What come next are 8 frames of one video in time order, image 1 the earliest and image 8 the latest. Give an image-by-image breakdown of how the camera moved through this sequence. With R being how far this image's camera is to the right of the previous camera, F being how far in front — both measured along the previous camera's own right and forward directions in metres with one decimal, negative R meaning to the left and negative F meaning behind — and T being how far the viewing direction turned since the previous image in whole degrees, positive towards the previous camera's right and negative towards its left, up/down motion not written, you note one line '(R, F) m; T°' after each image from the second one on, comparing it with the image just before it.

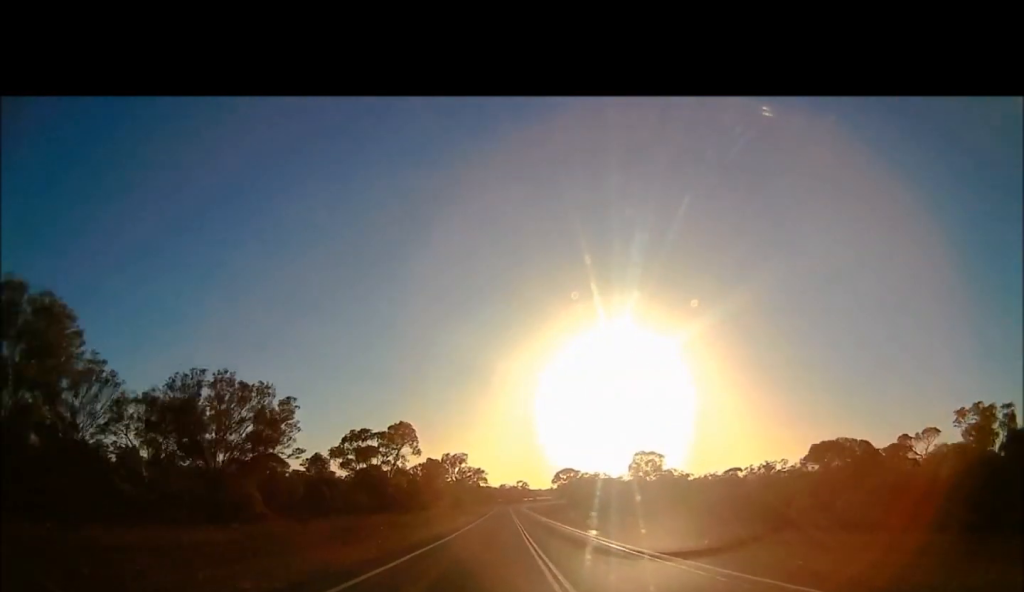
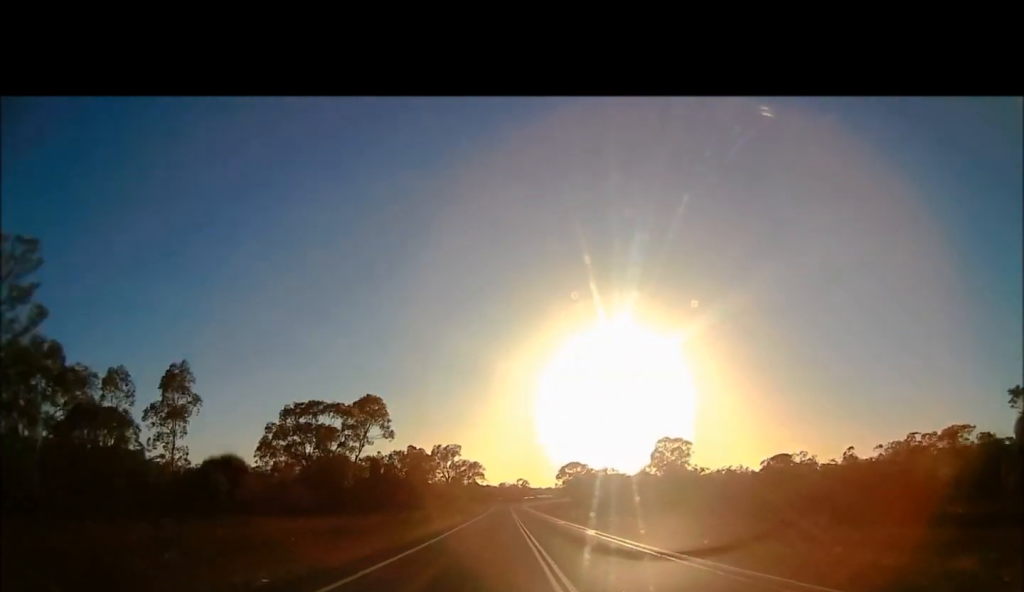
(0.0, +21.2) m; 0°
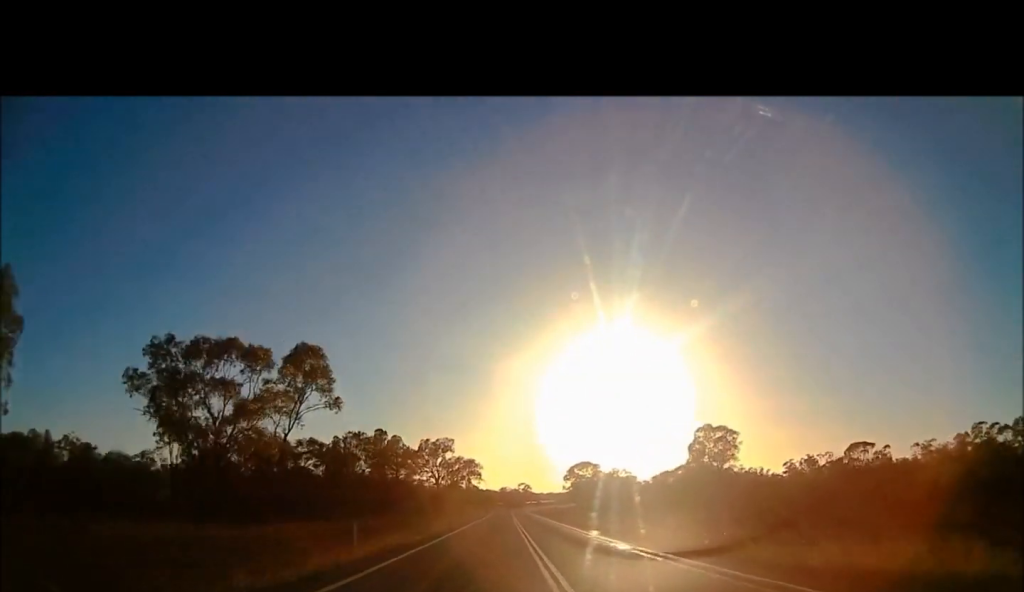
(0.0, +22.3) m; 0°
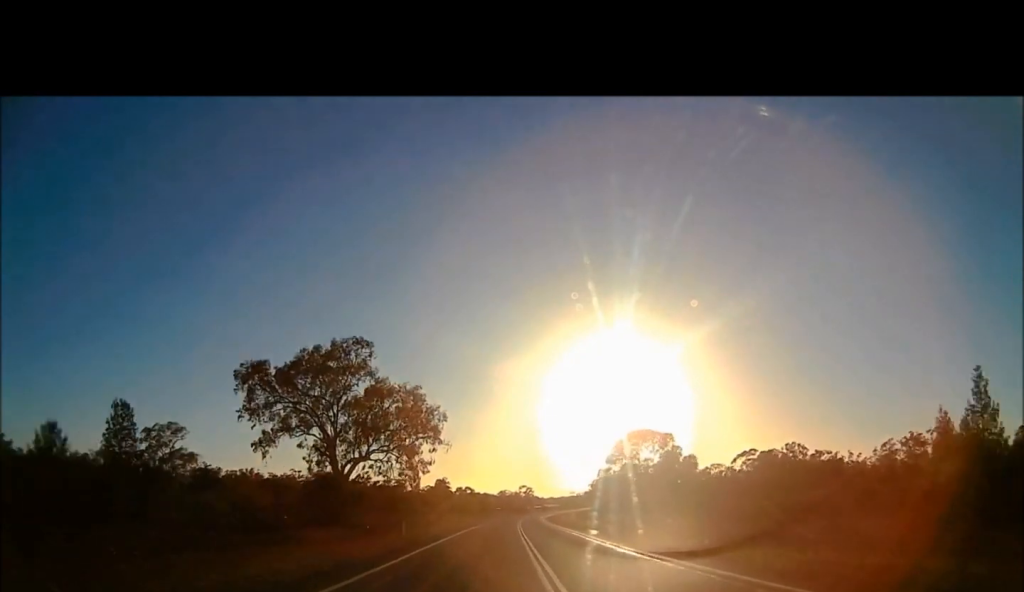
(0.0, +75.7) m; 0°
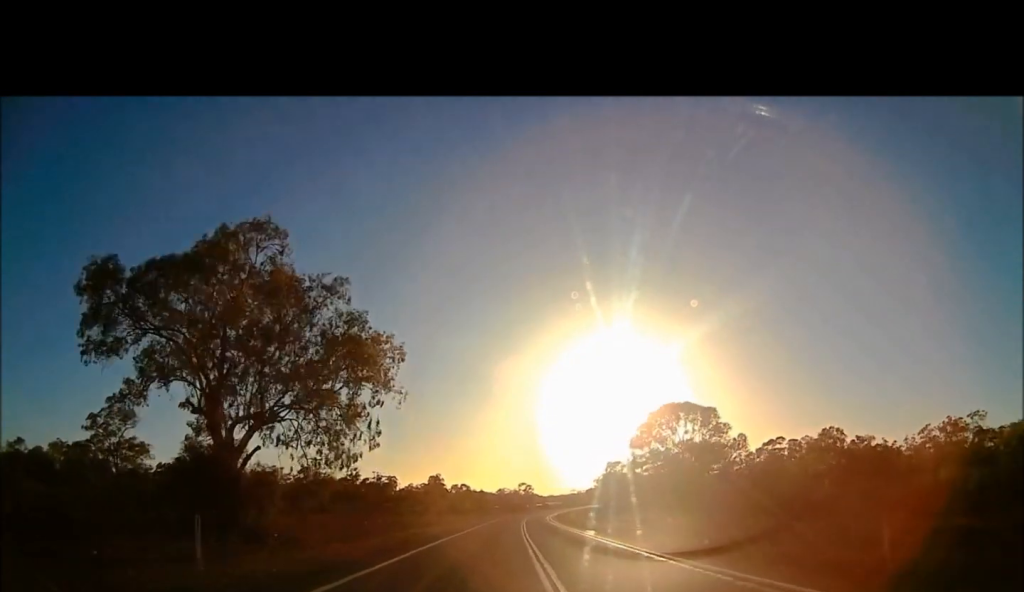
(0.0, +21.2) m; +2°
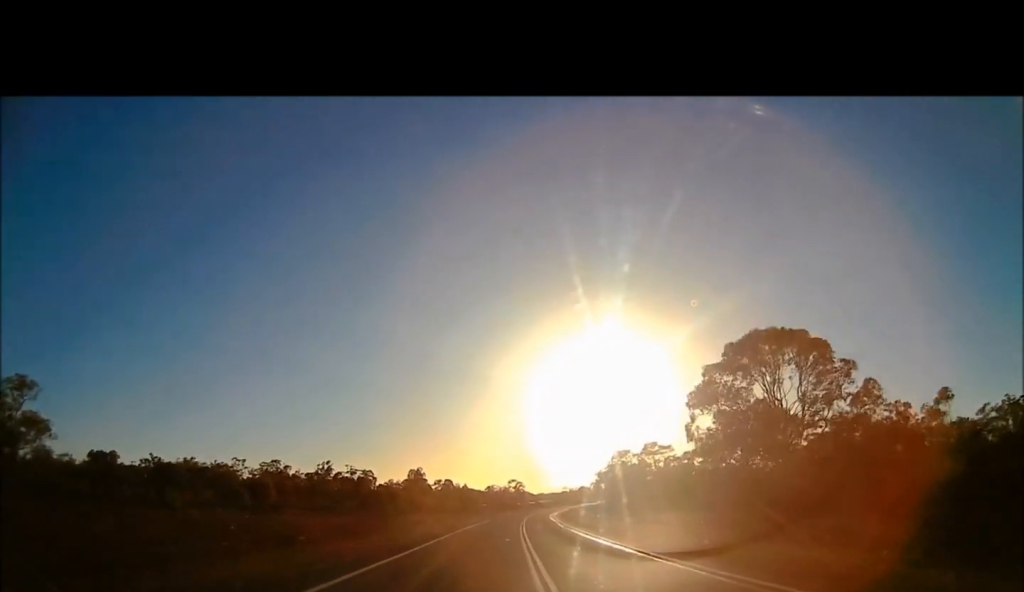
(+0.8, +31.2) m; +1°
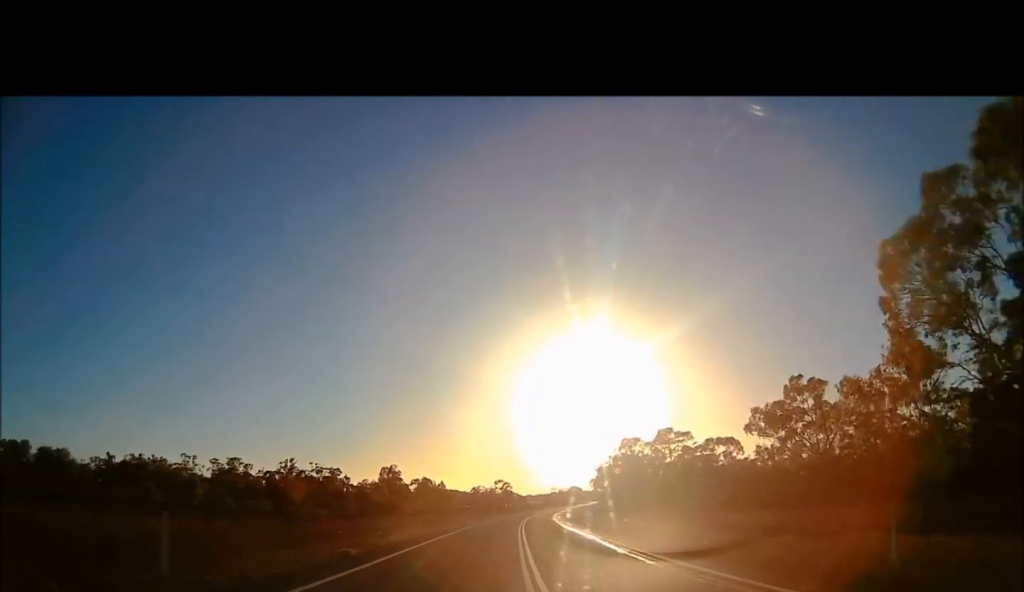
(-0.1, +29.9) m; +1°
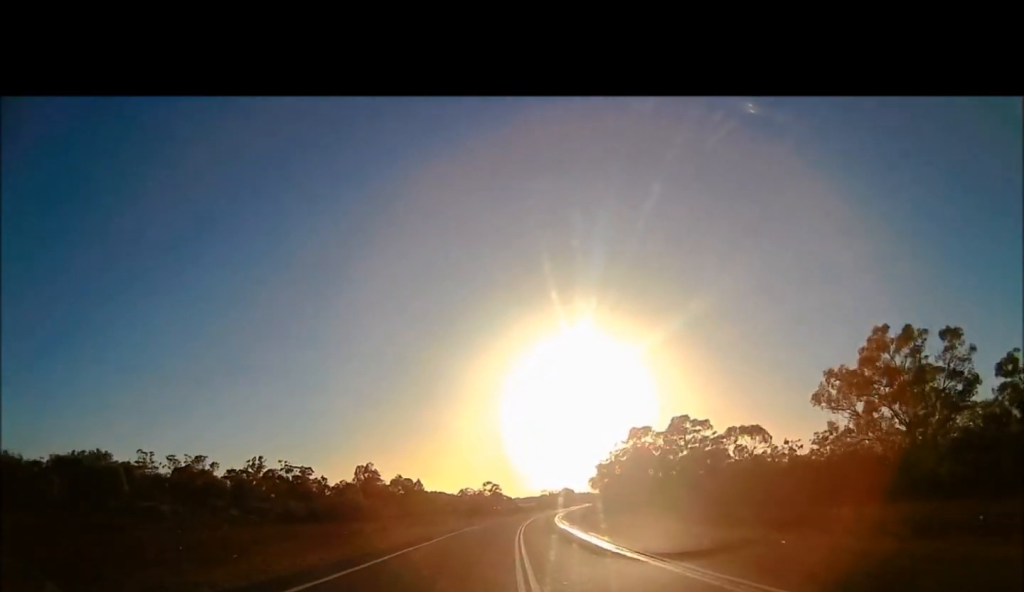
(-0.6, +20.9) m; +2°
